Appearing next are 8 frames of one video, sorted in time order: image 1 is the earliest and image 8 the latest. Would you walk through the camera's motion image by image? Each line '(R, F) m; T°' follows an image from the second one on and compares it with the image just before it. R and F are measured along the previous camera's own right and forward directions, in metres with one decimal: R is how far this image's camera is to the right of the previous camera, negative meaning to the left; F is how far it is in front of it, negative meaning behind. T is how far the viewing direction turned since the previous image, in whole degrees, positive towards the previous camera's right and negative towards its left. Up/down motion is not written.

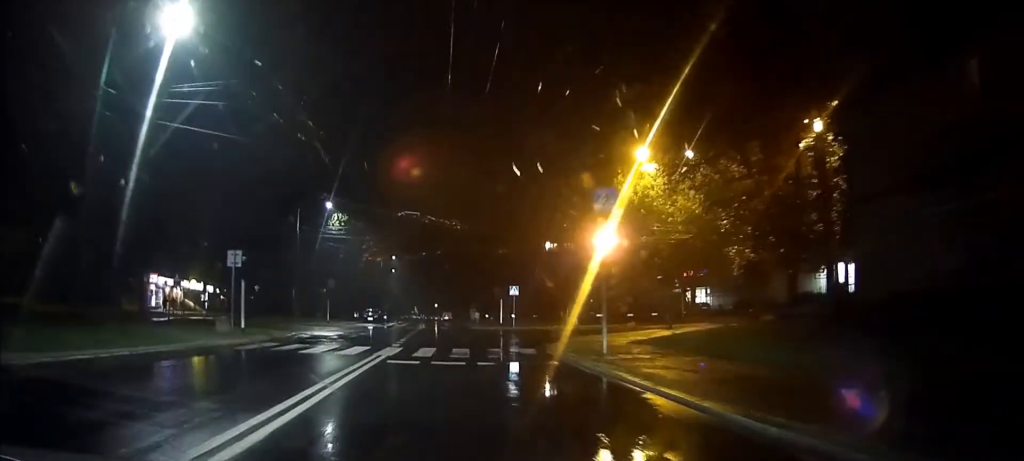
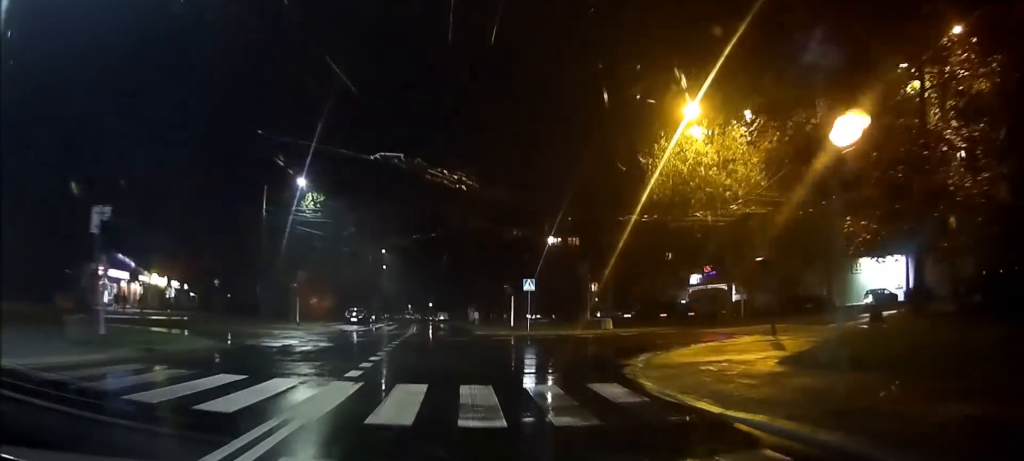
(+1.7, +7.3) m; +16°
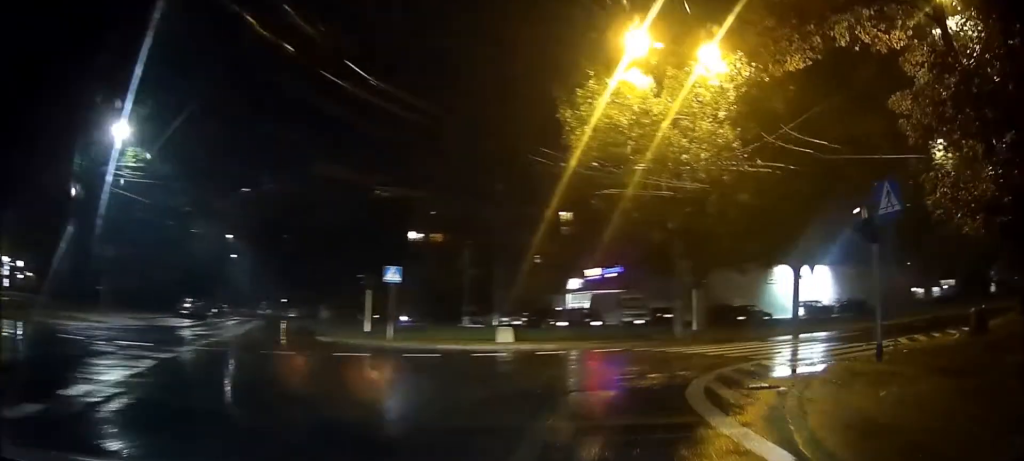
(+0.3, +9.4) m; +17°
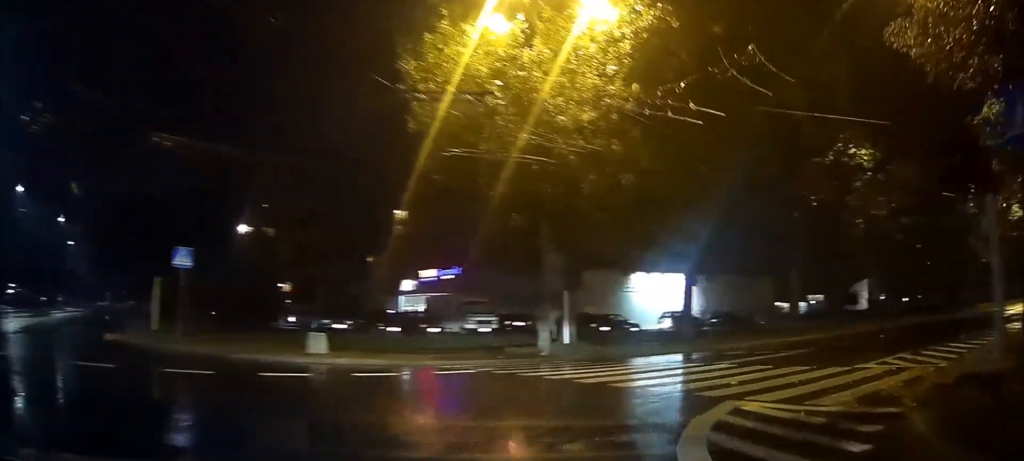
(+1.3, +5.7) m; +23°
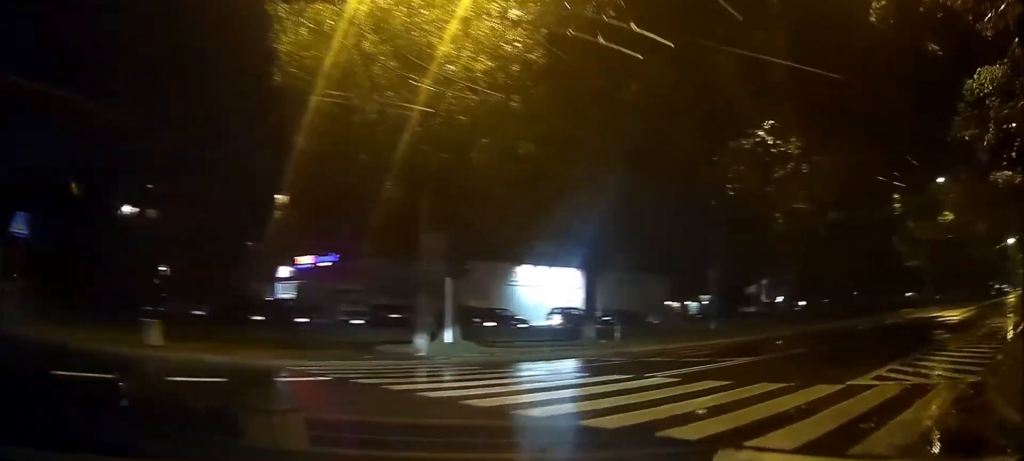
(+0.6, +4.1) m; +12°
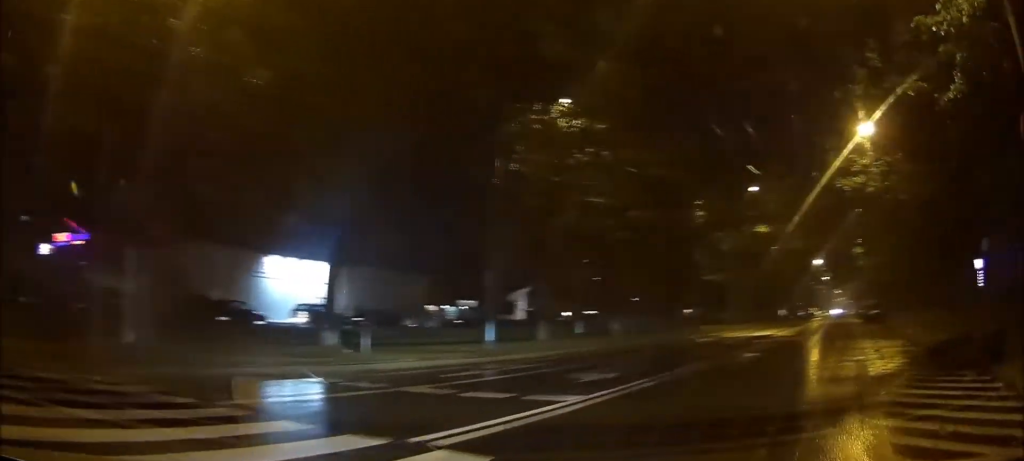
(+0.6, +7.9) m; +7°
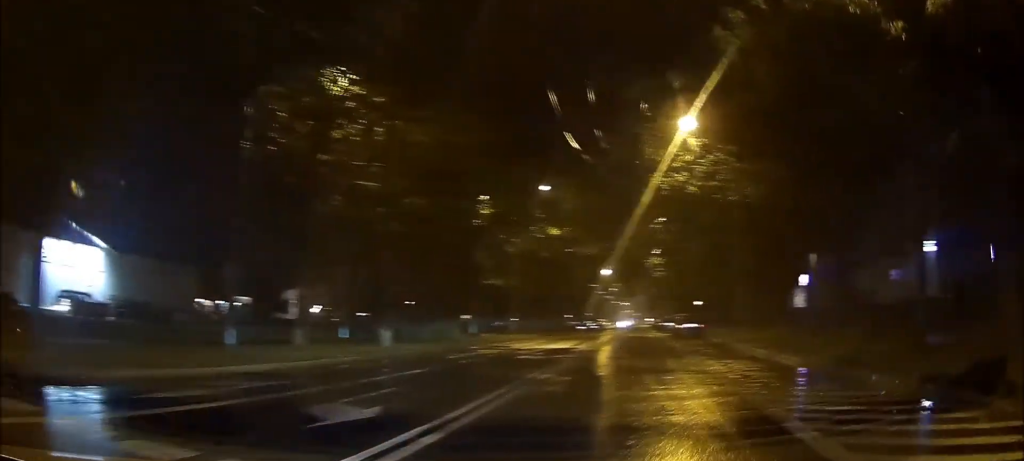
(+0.3, +7.4) m; +2°
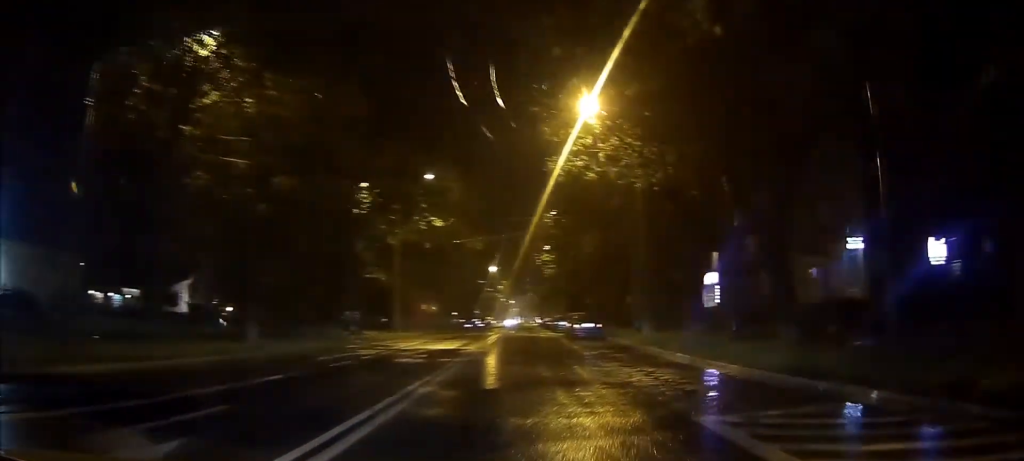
(0.0, +5.0) m; +1°
